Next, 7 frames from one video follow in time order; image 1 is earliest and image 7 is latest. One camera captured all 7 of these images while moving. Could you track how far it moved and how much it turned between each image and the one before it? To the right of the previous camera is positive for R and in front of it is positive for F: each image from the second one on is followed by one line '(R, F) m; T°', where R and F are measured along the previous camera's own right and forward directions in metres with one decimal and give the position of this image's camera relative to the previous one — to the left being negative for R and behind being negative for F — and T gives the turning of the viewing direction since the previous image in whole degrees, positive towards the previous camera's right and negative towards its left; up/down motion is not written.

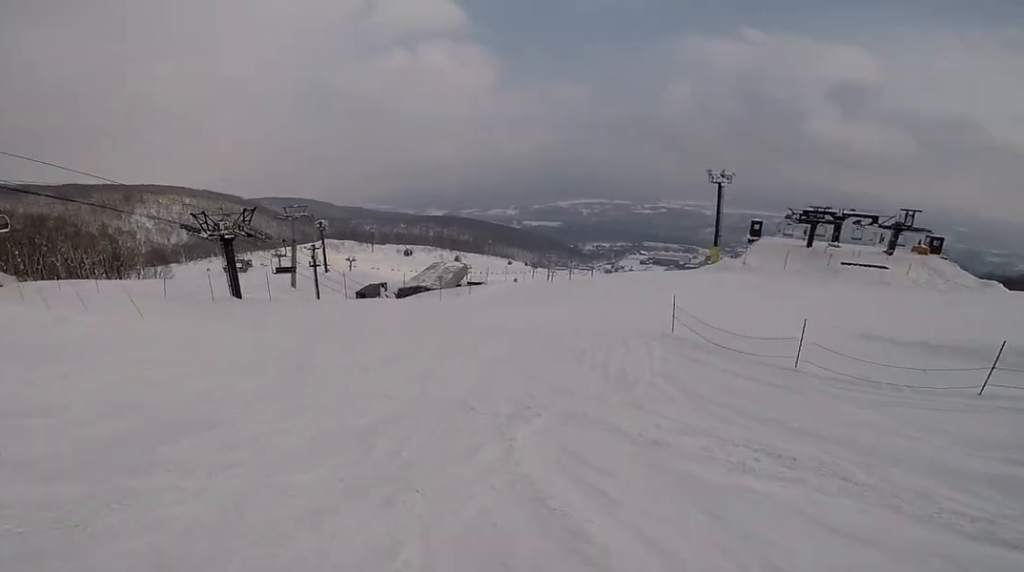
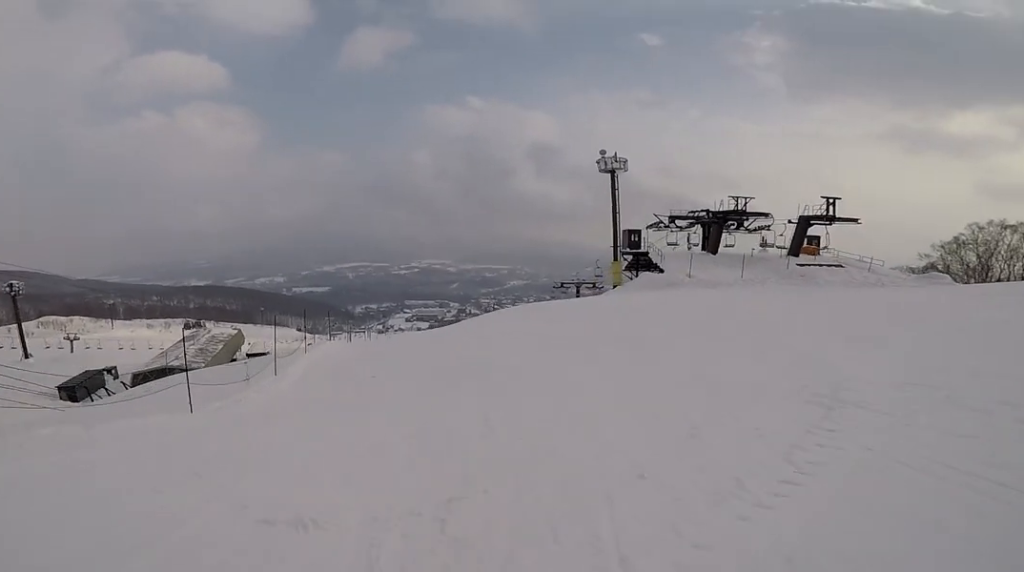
(+3.3, +22.3) m; +16°
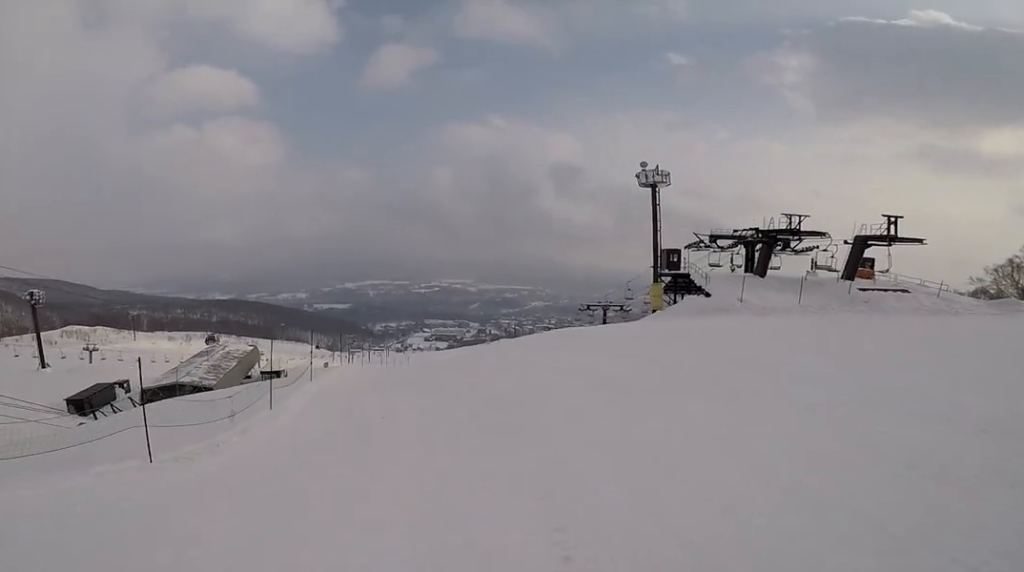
(+0.1, +2.6) m; +2°
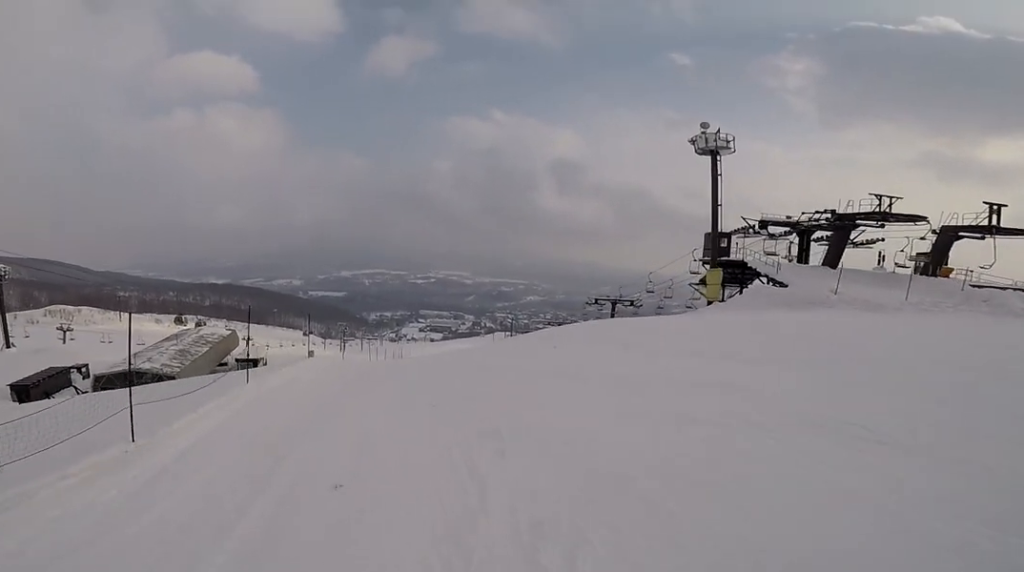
(+0.8, +7.0) m; +8°
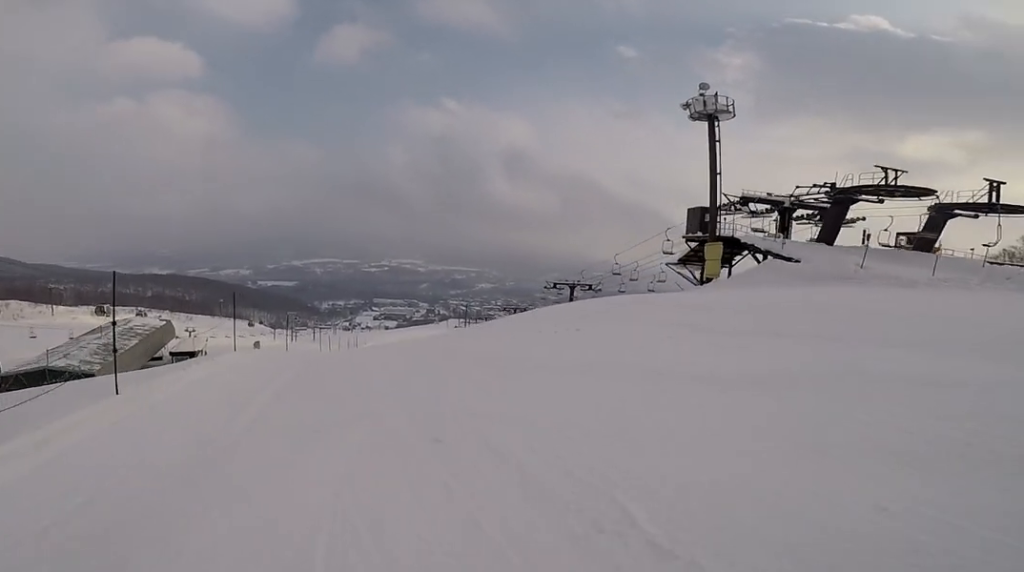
(-0.1, +4.0) m; +2°
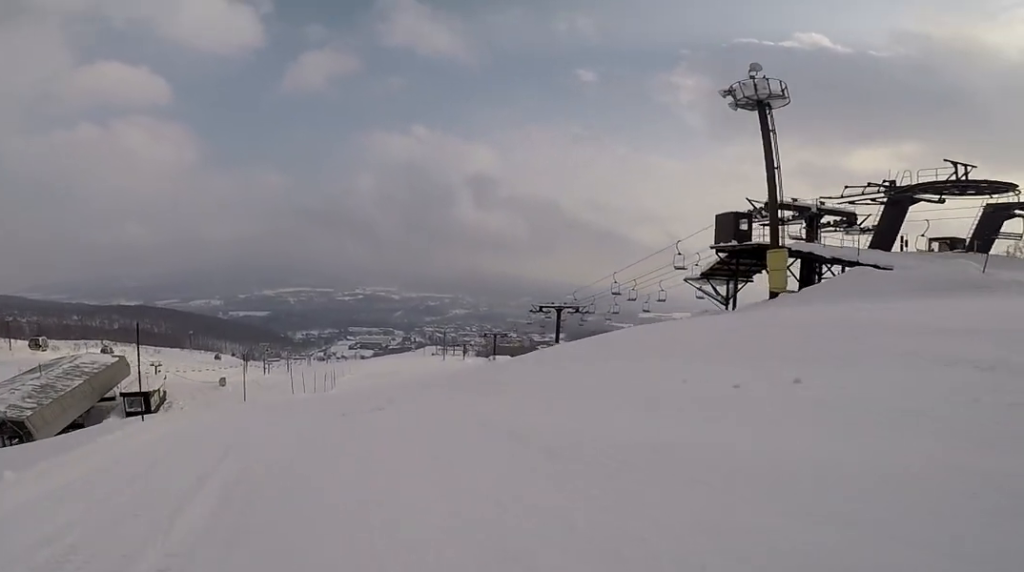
(+0.4, +5.2) m; 0°
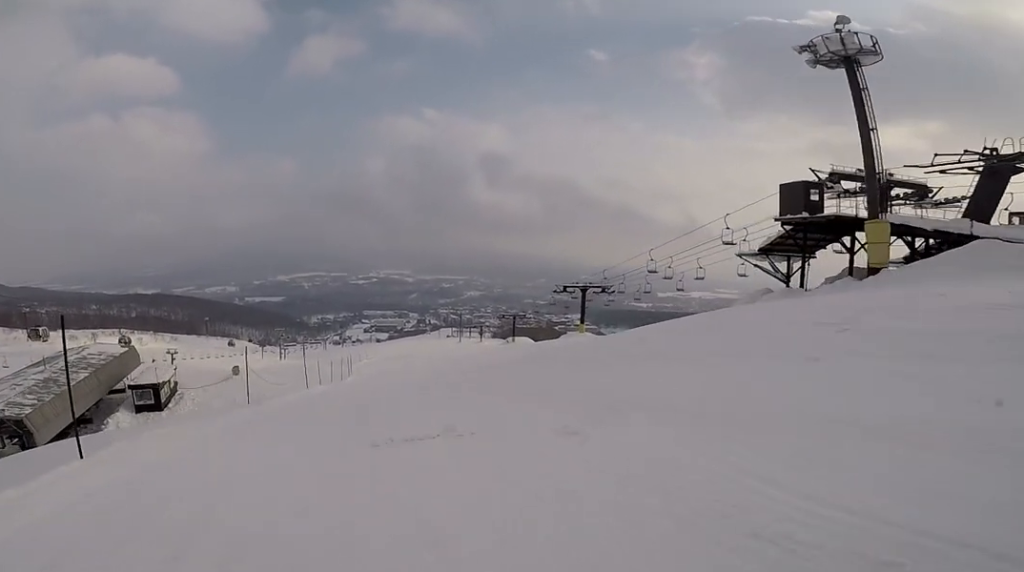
(0.0, +3.1) m; 0°
